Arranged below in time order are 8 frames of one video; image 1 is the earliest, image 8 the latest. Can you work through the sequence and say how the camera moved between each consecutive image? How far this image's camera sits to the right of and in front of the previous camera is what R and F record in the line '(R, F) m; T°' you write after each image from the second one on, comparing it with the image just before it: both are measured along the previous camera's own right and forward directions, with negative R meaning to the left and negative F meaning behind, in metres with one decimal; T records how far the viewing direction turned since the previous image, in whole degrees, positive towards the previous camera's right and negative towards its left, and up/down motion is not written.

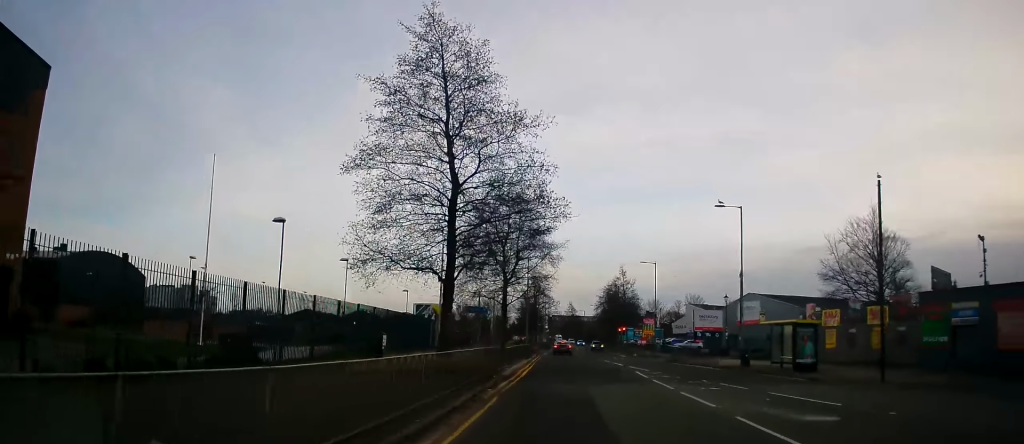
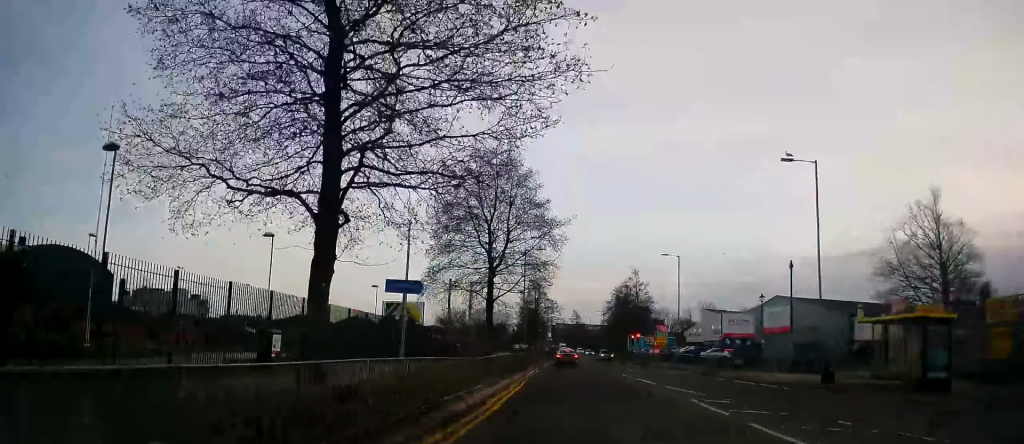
(+0.6, +11.7) m; +3°
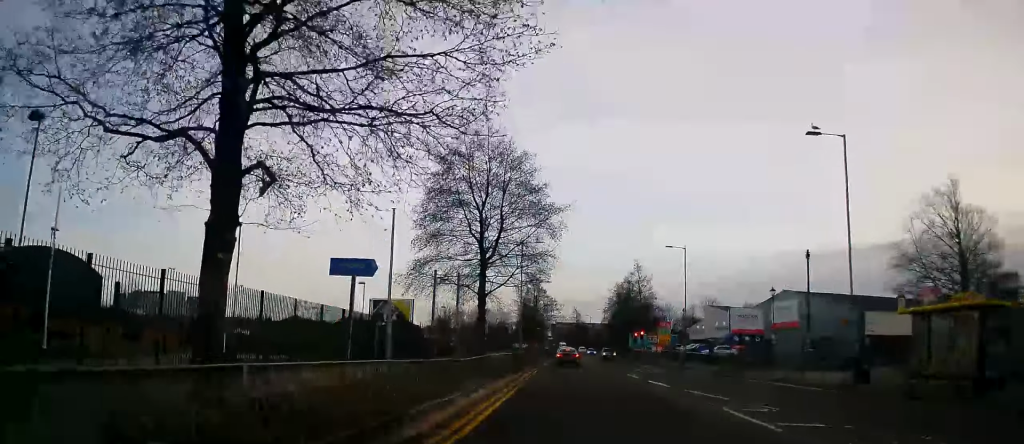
(+0.1, +3.3) m; 0°
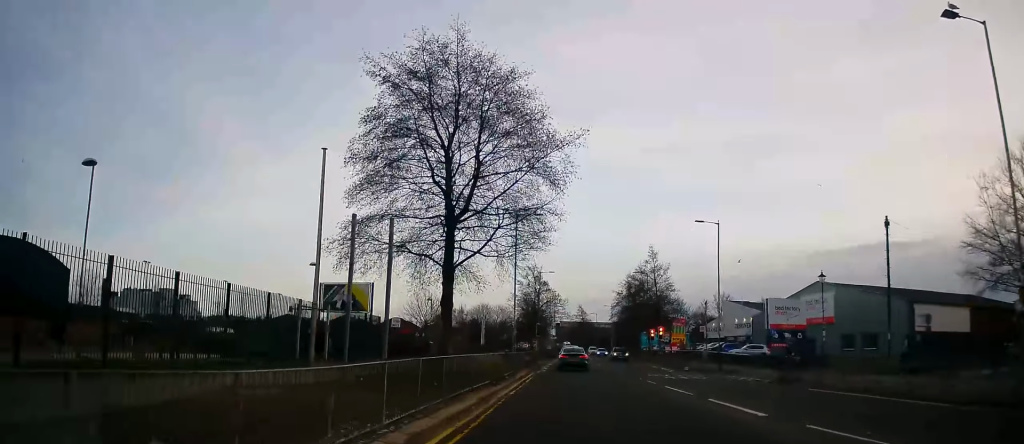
(-0.4, +10.6) m; -4°
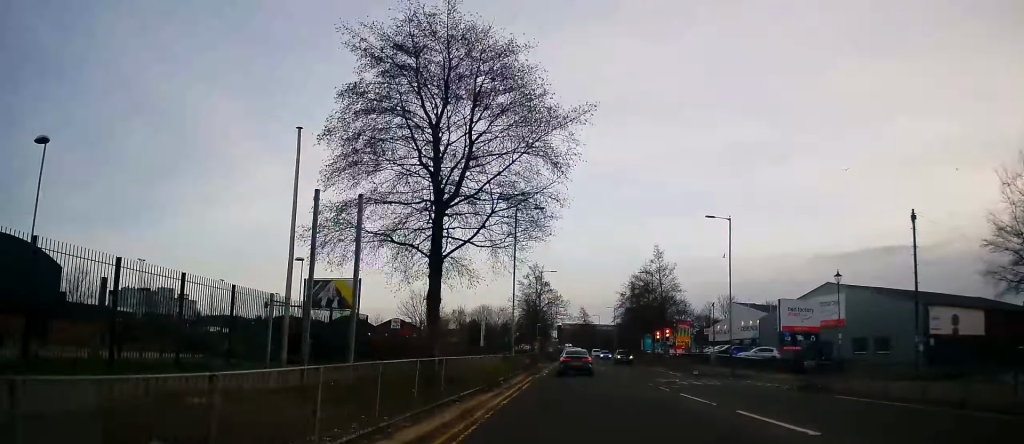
(-0.1, +2.6) m; 0°
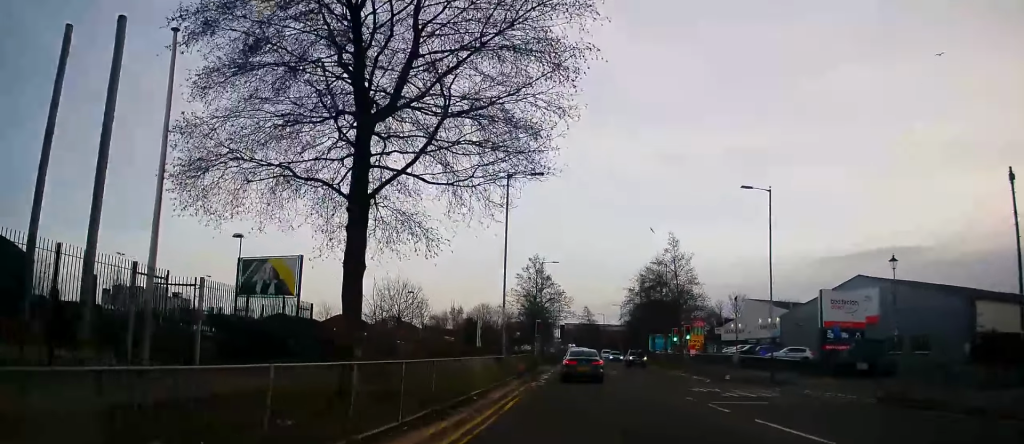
(+0.2, +8.0) m; +1°
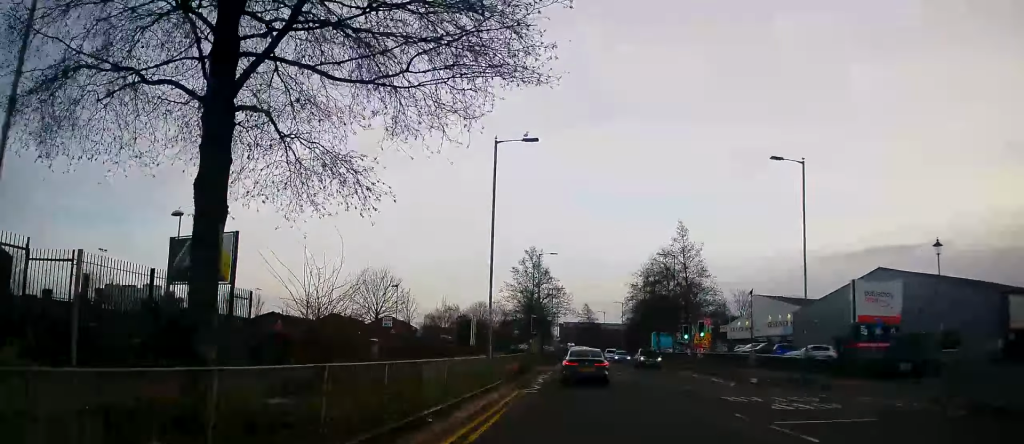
(-0.2, +5.4) m; +2°
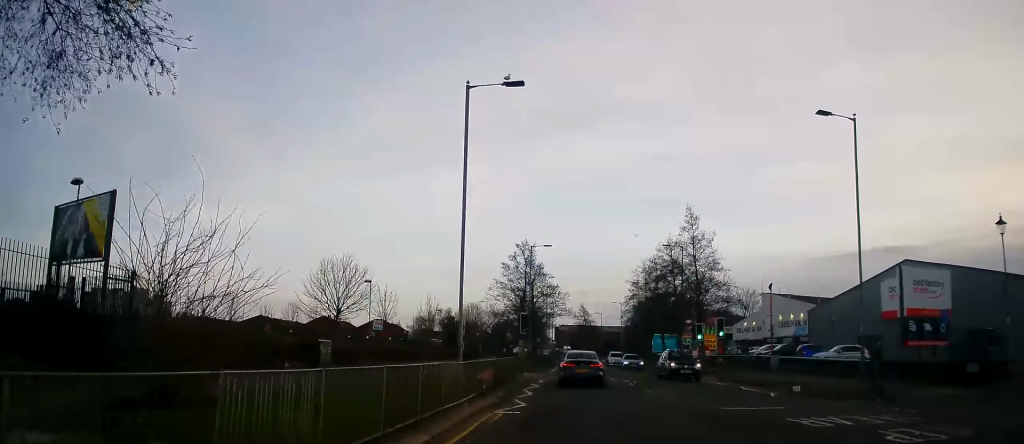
(+0.4, +5.8) m; 0°
